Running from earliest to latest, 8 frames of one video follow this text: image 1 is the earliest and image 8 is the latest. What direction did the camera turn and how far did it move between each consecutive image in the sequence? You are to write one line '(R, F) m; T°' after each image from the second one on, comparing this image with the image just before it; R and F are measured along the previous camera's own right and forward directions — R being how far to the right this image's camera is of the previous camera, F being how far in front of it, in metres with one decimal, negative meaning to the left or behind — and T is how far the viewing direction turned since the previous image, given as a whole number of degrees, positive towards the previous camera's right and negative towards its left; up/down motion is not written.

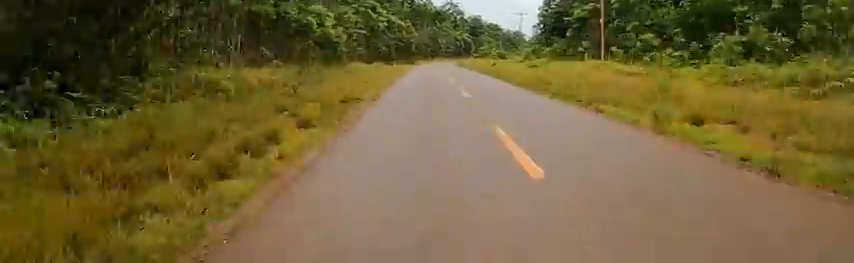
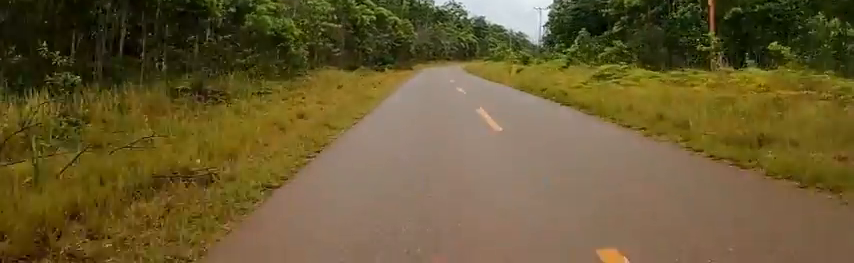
(+0.5, +12.5) m; +3°
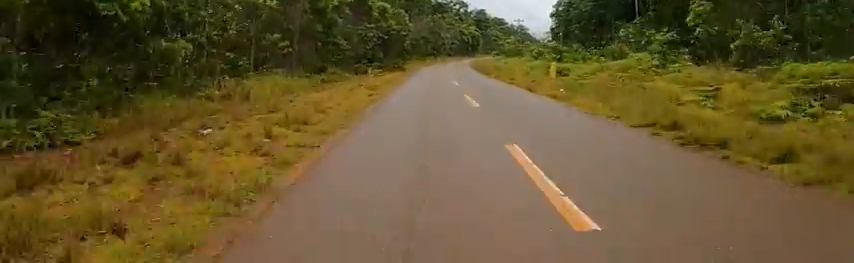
(+0.3, +12.9) m; 0°
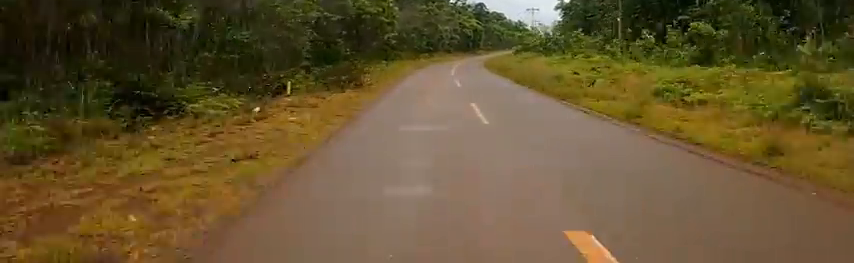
(-0.6, +19.2) m; -3°
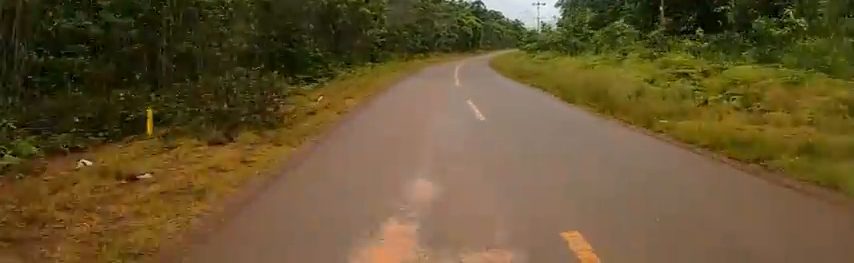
(-0.1, +8.6) m; +1°
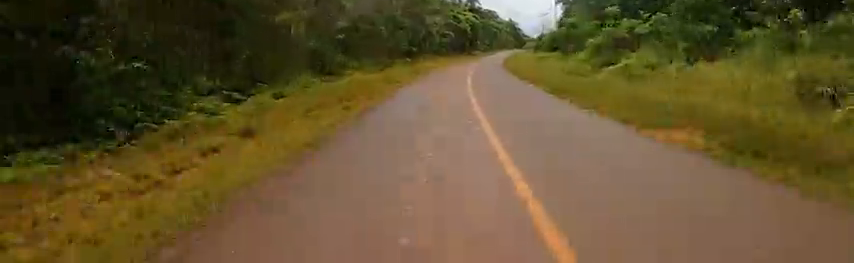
(+0.6, +16.5) m; +6°
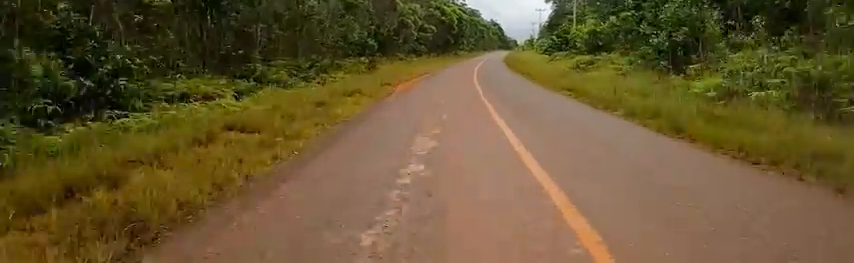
(+1.1, +16.6) m; +5°
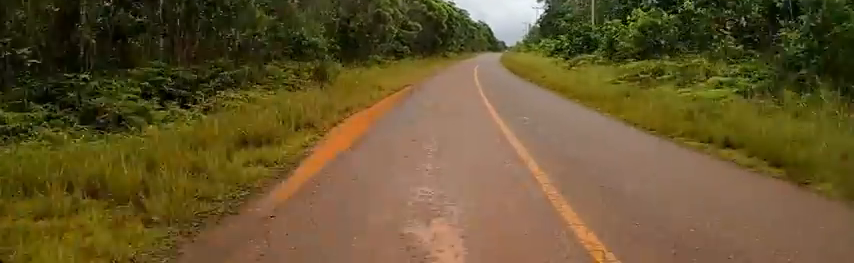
(+0.1, +9.0) m; +1°
